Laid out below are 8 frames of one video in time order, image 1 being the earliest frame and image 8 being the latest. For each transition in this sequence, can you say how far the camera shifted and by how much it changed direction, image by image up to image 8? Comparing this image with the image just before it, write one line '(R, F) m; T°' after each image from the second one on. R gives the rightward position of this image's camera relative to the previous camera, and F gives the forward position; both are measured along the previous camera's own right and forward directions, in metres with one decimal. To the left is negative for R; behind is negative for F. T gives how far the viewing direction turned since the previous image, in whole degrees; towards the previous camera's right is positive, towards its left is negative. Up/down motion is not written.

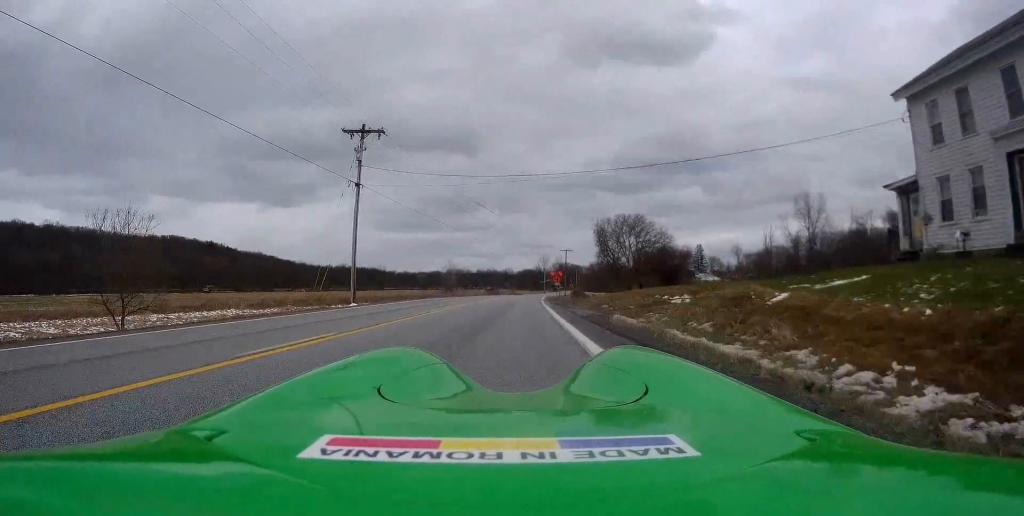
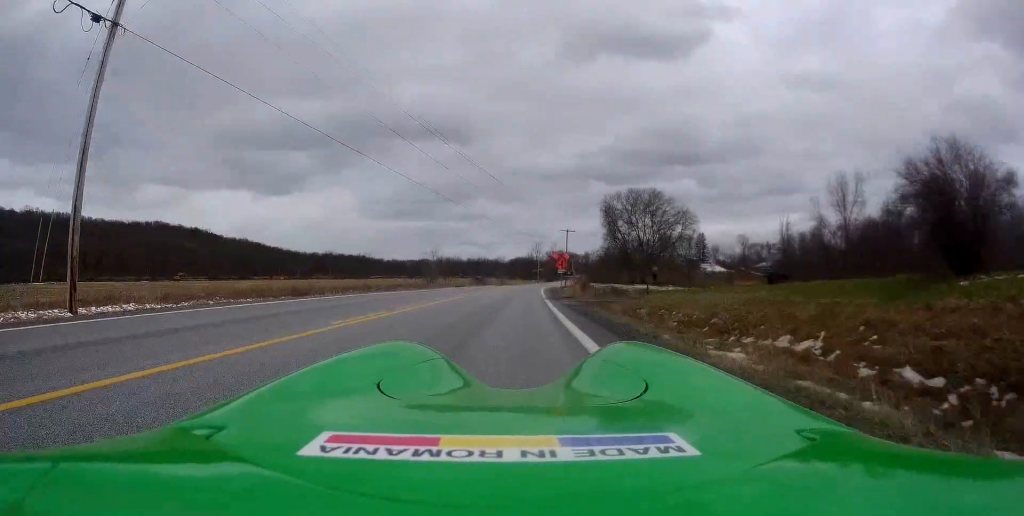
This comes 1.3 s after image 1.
(+0.2, +21.1) m; -1°
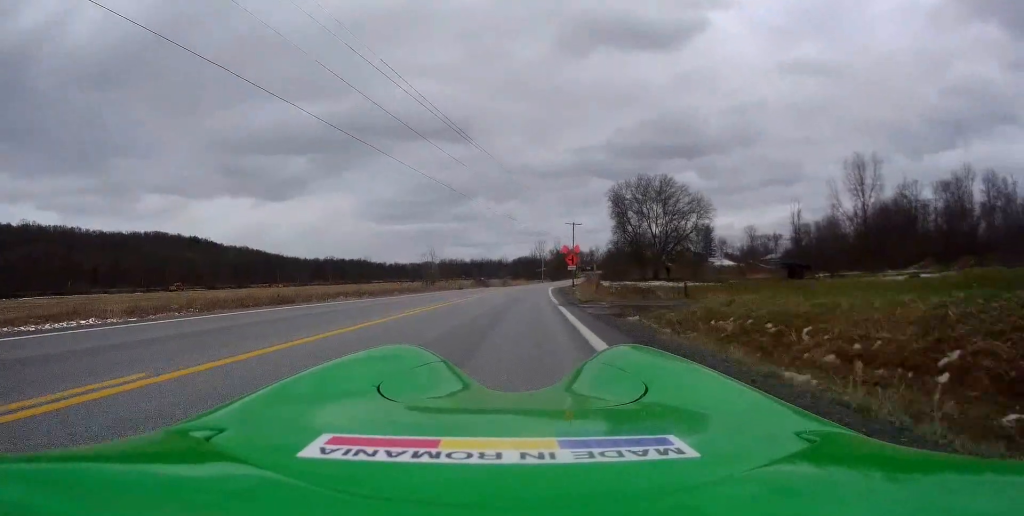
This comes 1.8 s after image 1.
(-0.2, +7.3) m; +1°
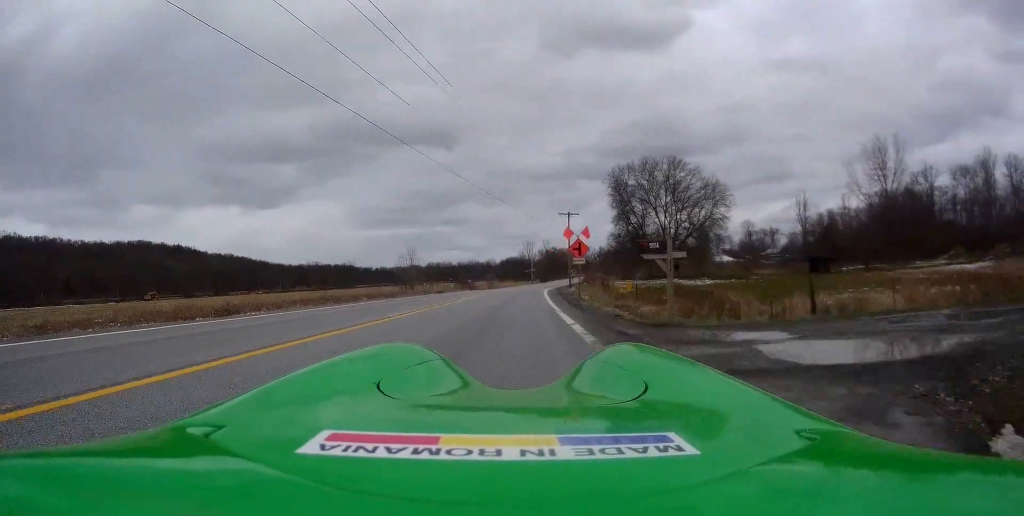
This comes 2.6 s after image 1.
(0.0, +13.3) m; +1°
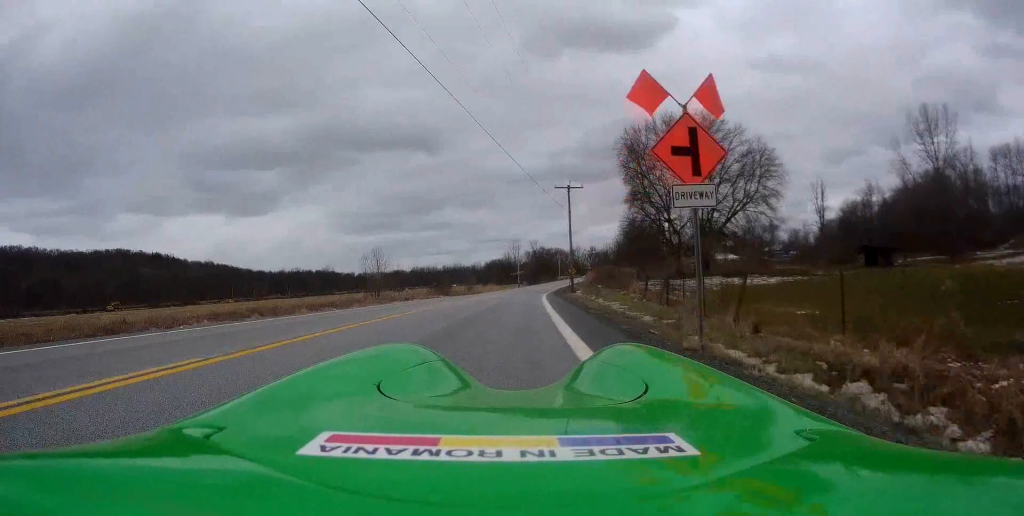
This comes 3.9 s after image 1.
(+0.4, +20.8) m; +1°
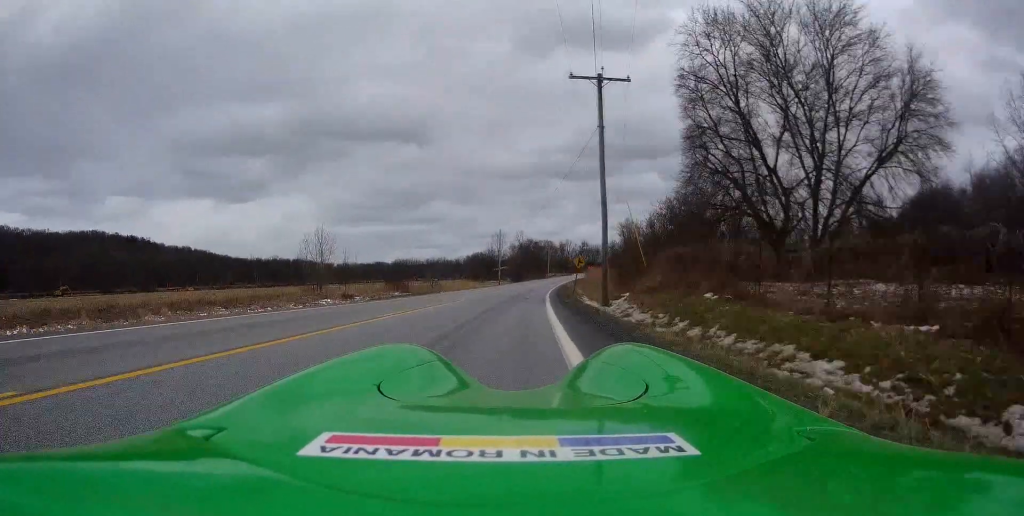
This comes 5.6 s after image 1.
(+0.3, +26.8) m; +1°
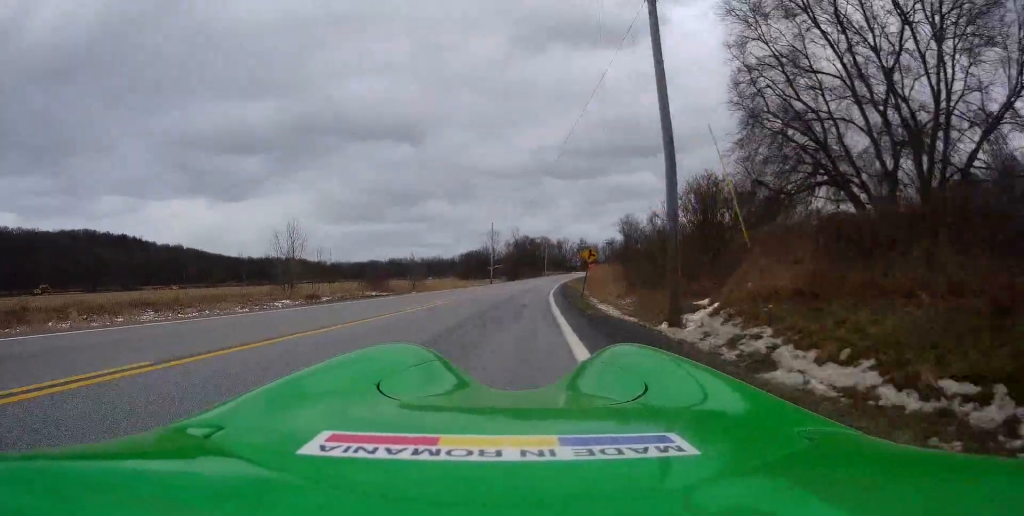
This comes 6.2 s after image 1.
(0.0, +10.7) m; 0°
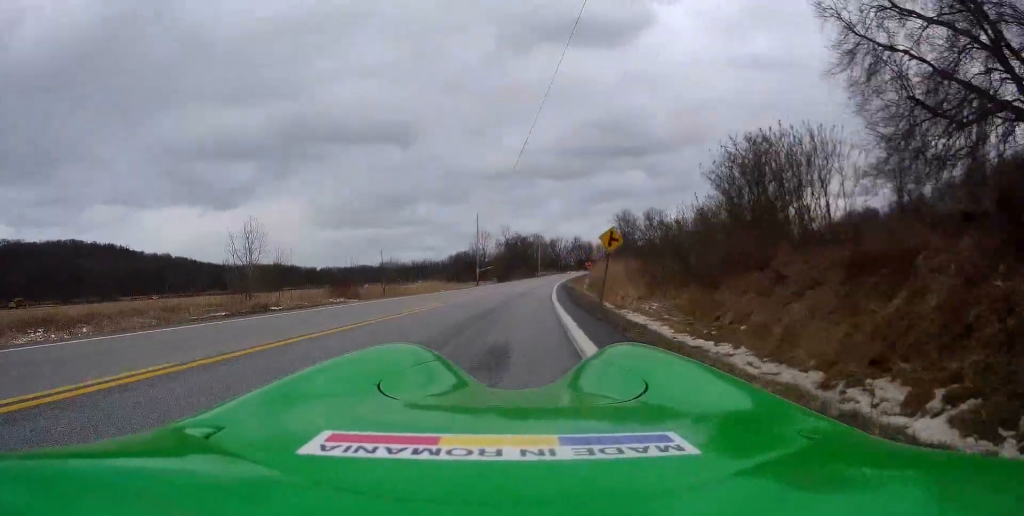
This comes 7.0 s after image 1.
(+0.1, +12.1) m; +2°
